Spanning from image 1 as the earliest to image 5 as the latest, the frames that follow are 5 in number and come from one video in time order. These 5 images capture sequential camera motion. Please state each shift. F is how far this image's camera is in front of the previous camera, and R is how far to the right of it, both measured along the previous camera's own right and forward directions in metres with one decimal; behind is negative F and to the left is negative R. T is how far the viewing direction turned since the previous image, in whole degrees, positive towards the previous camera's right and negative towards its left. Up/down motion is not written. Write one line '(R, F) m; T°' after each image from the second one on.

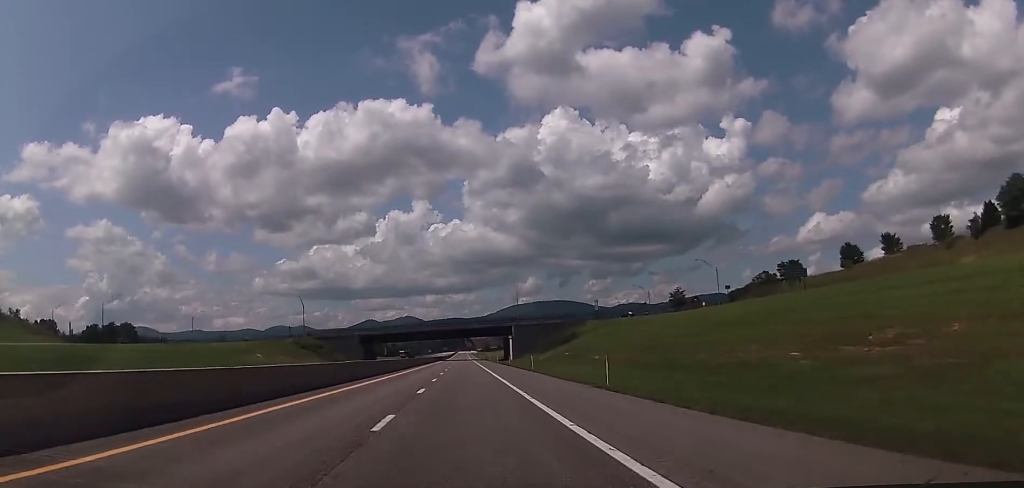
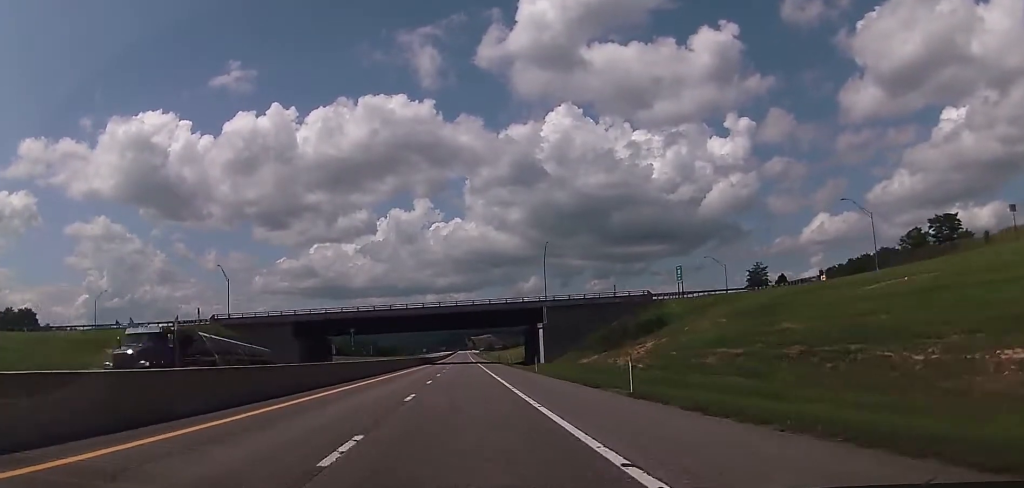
(0.0, +65.6) m; 0°
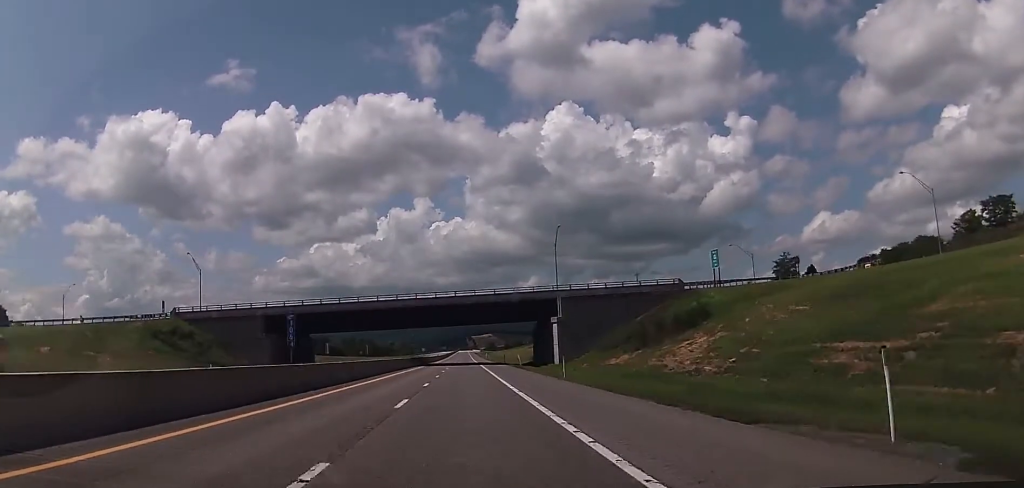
(-0.2, +15.3) m; 0°
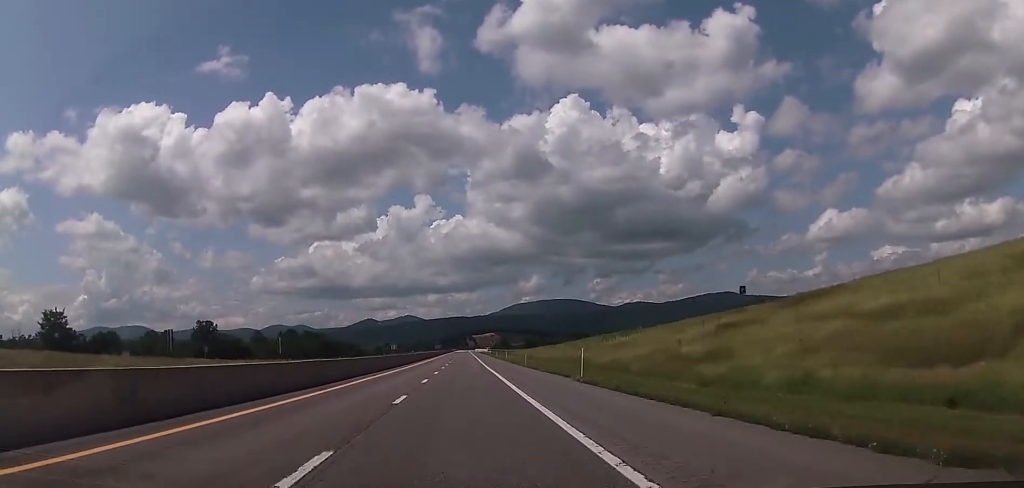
(-0.6, +159.5) m; 0°
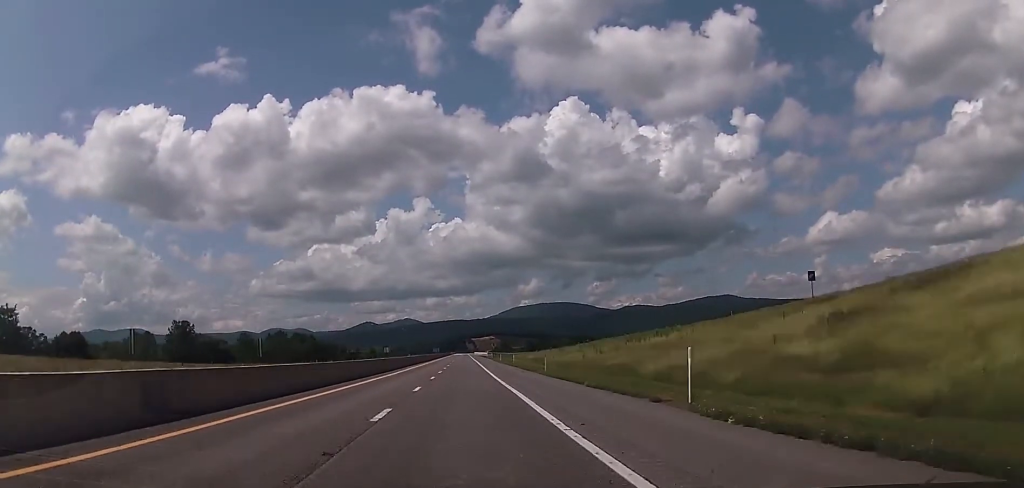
(+0.2, +16.5) m; +1°
